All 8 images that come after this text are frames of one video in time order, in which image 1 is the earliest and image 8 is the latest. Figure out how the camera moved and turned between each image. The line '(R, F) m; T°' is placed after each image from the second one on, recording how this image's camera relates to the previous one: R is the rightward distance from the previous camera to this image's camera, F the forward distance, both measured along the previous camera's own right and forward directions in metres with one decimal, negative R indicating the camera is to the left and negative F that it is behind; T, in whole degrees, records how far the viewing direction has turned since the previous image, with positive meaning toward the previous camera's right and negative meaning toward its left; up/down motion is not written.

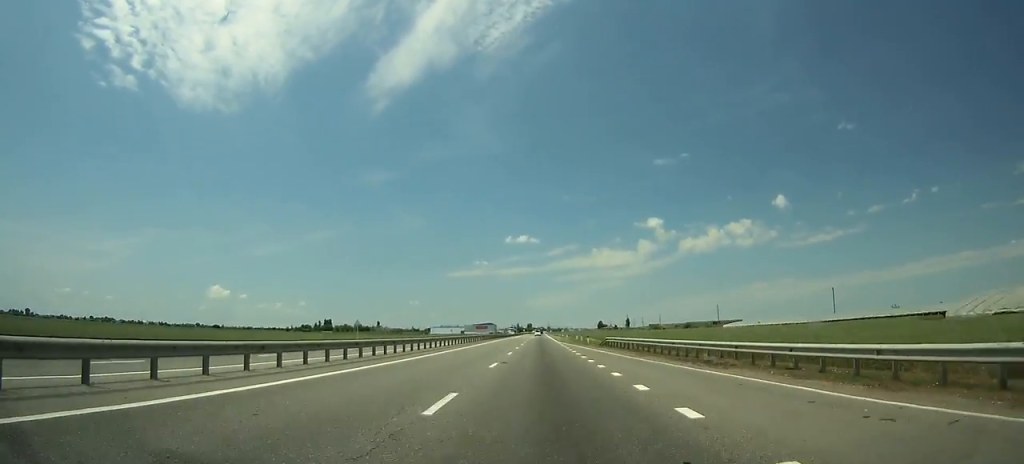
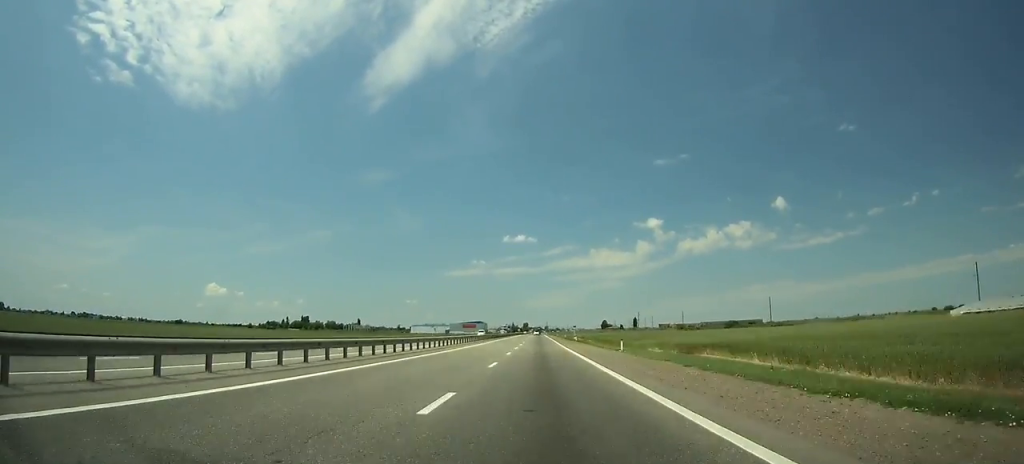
(+0.2, +84.1) m; 0°
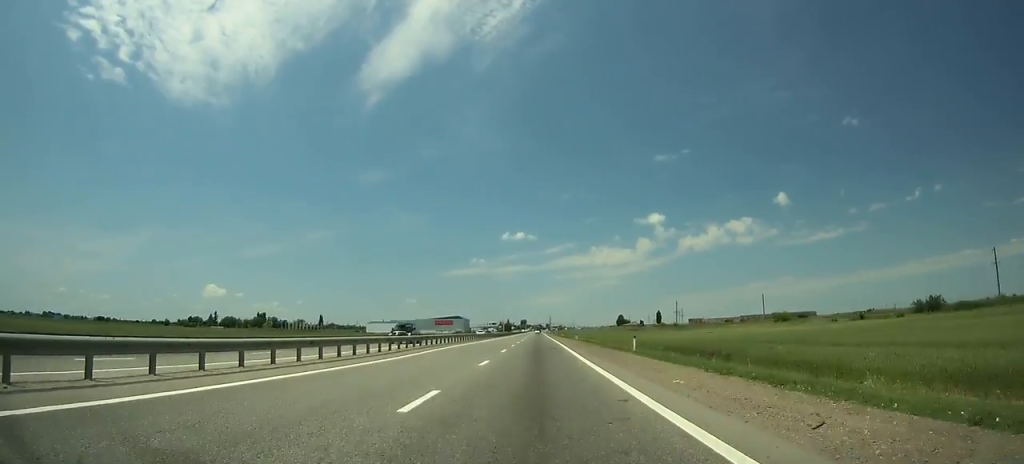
(+0.4, +143.0) m; 0°
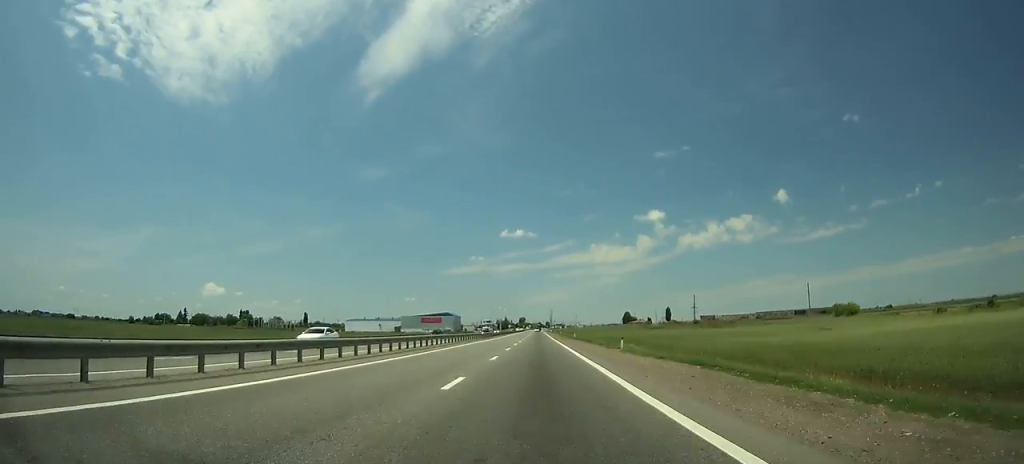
(0.0, +43.6) m; 0°
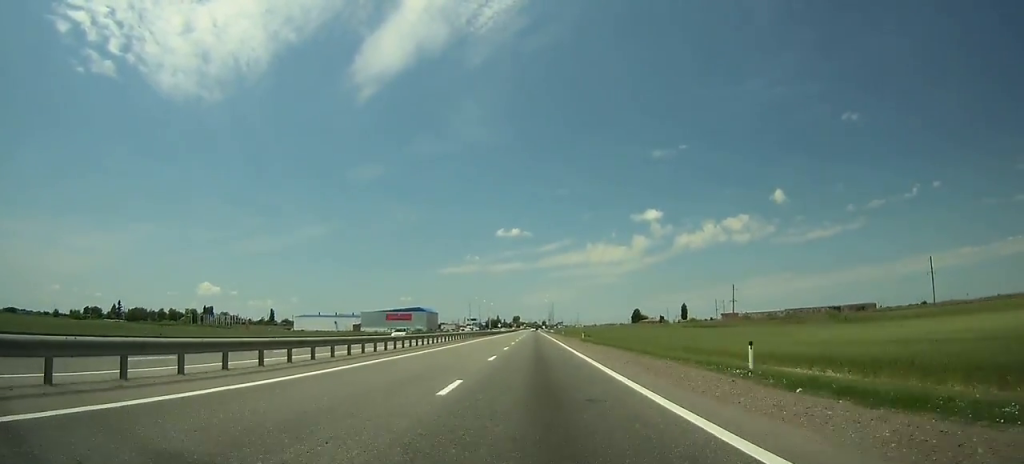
(-0.2, +71.2) m; 0°
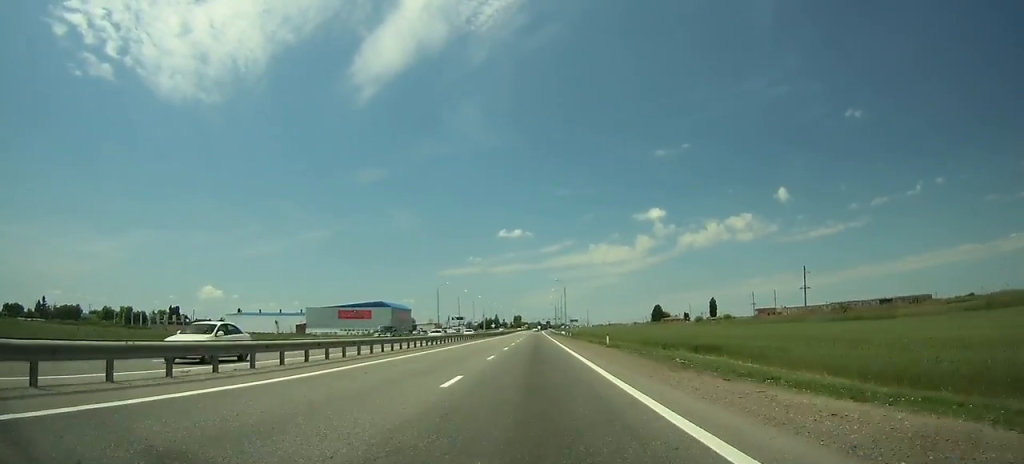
(+0.3, +71.0) m; 0°
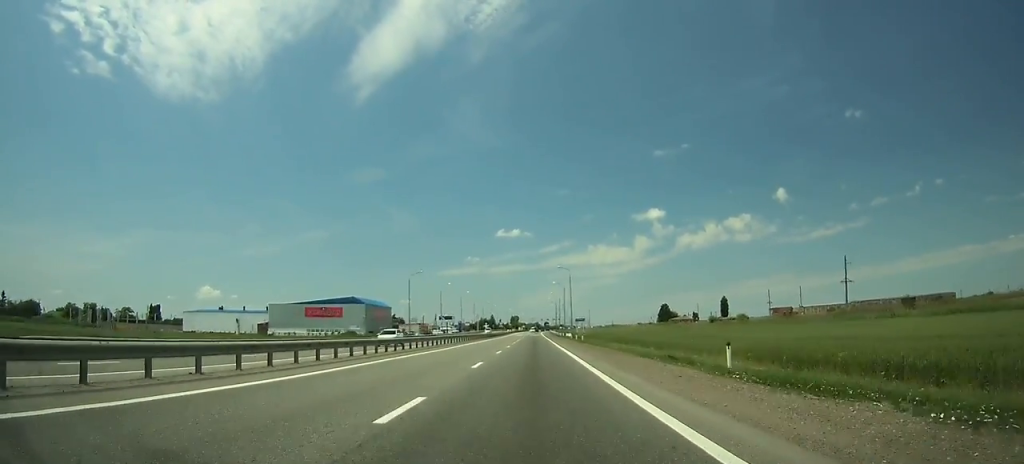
(-0.1, +28.9) m; 0°
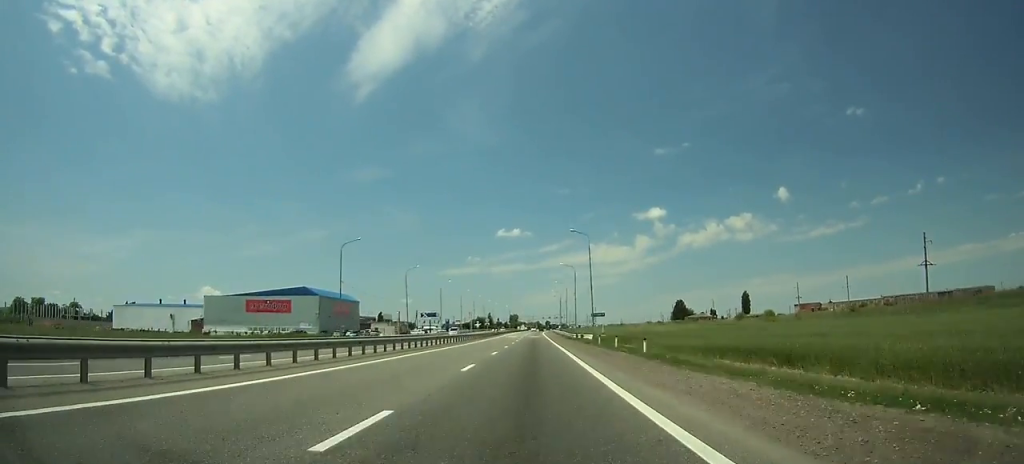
(0.0, +37.2) m; 0°
